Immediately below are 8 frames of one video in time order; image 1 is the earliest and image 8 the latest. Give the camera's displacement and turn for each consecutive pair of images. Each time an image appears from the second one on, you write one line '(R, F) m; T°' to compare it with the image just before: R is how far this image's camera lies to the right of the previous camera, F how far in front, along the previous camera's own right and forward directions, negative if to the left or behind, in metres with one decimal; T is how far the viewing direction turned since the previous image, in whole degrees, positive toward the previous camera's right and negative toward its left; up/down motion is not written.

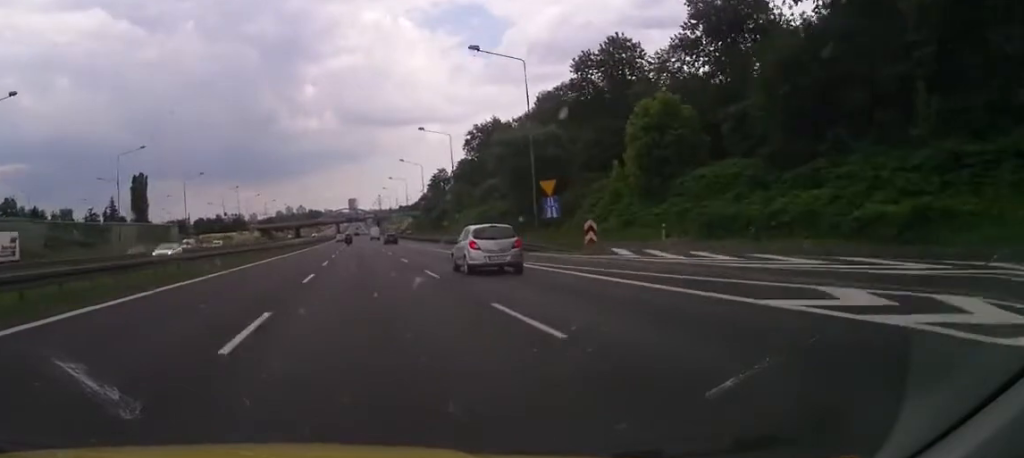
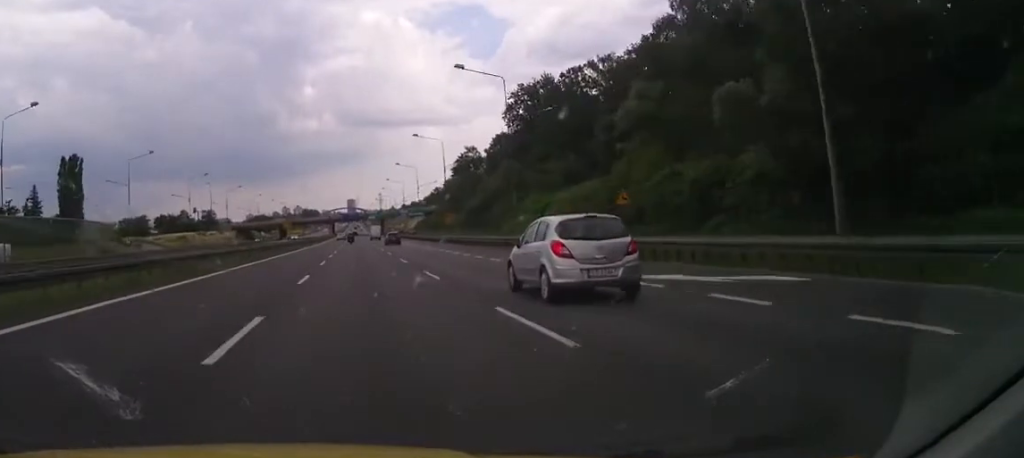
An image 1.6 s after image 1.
(0.0, +60.3) m; 0°
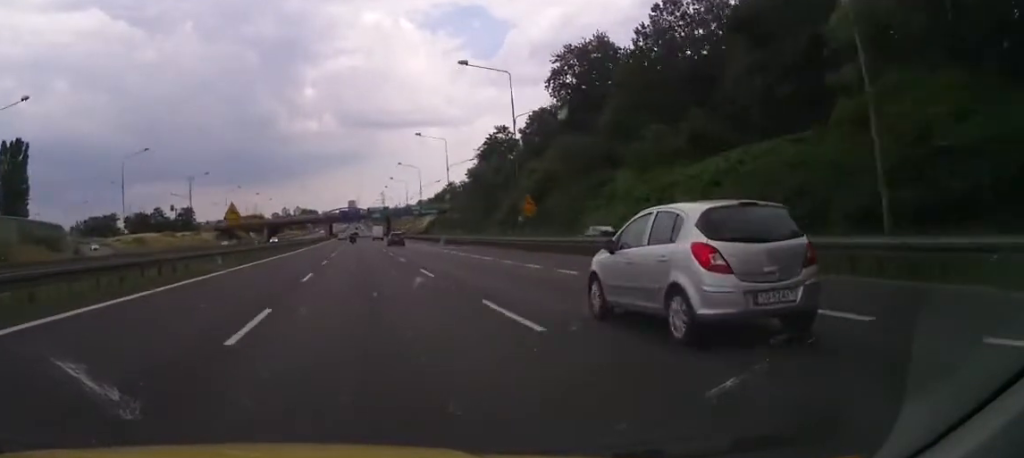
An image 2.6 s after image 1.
(0.0, +34.6) m; 0°
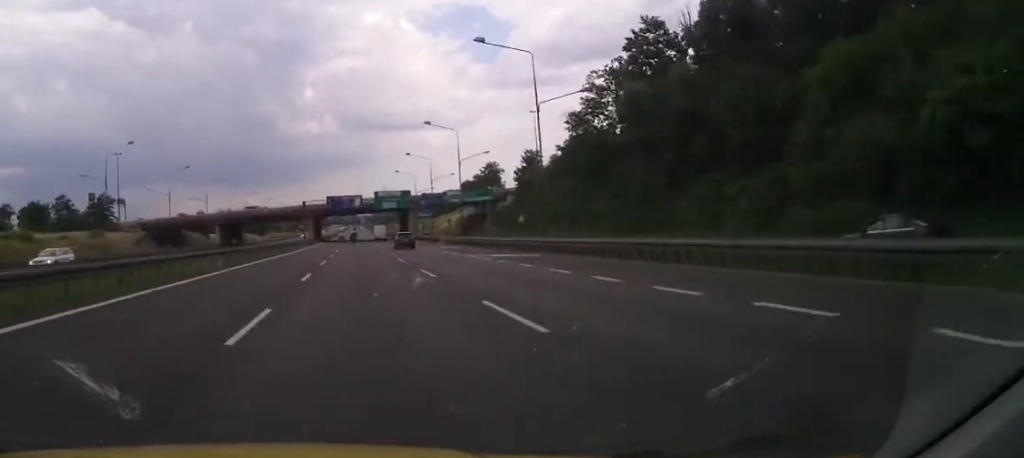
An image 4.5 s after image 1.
(-0.8, +71.7) m; 0°
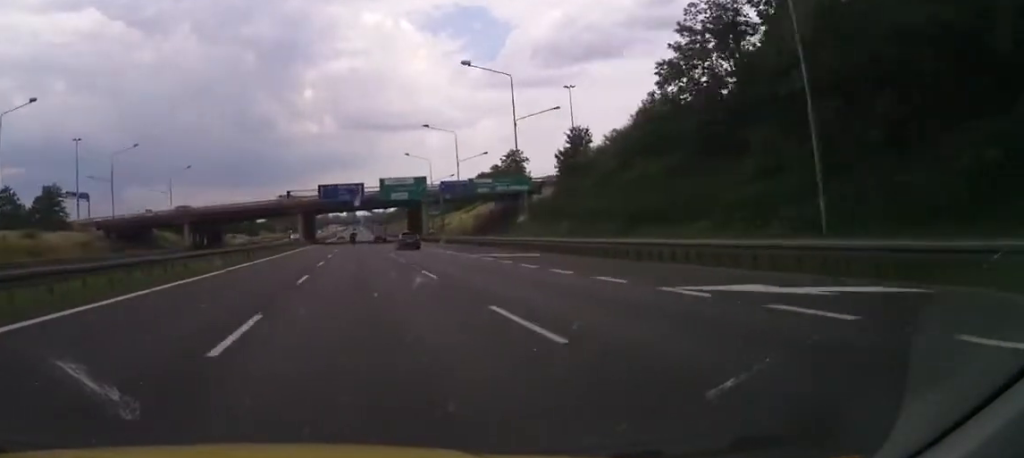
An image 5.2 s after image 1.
(+0.3, +24.8) m; +1°
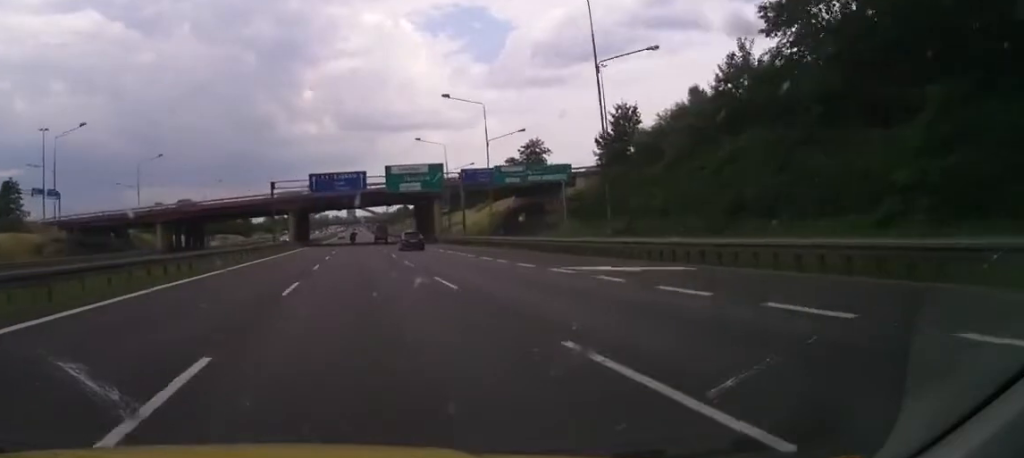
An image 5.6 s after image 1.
(0.0, +16.2) m; 0°
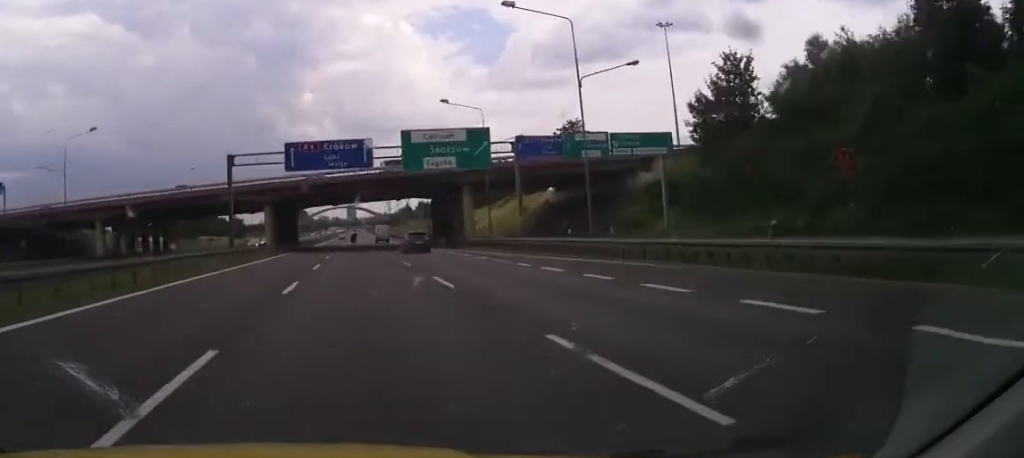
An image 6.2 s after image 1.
(0.0, +23.6) m; 0°
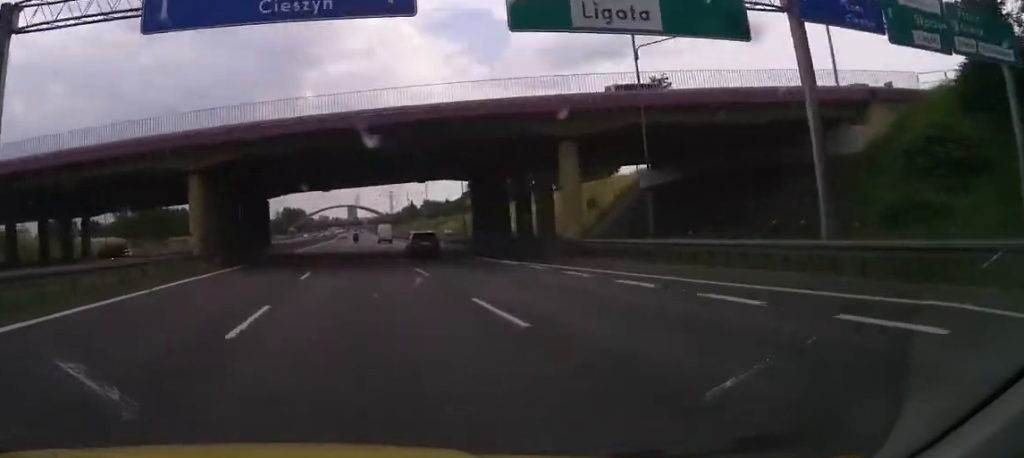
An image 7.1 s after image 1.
(0.0, +31.0) m; 0°
